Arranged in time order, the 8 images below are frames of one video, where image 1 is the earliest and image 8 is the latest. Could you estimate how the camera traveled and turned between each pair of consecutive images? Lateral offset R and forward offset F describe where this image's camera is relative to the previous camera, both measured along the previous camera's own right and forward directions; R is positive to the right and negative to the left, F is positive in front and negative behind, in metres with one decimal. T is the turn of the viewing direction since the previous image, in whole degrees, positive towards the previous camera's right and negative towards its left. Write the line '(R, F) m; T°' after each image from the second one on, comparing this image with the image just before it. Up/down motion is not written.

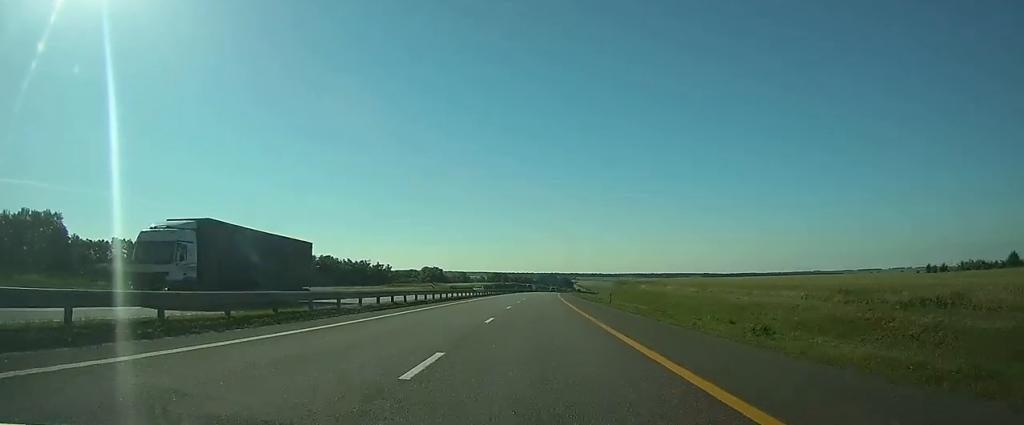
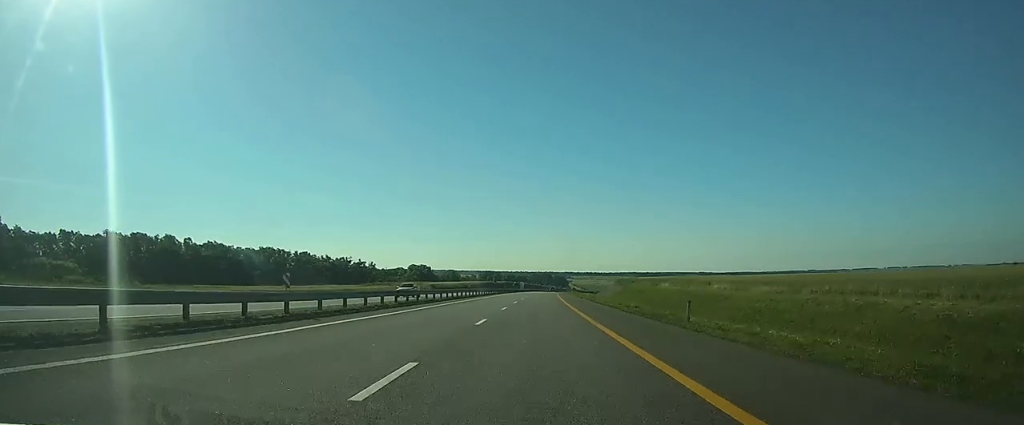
(+0.4, +25.8) m; +3°
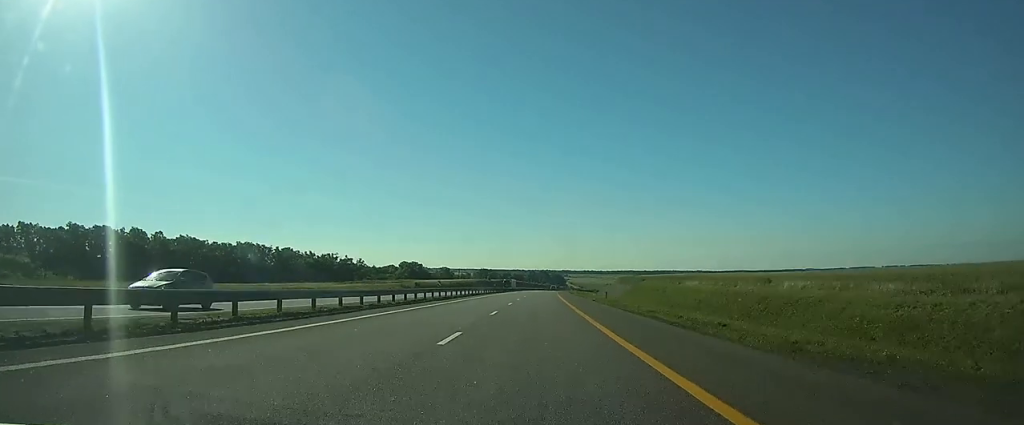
(+0.6, +18.7) m; +2°
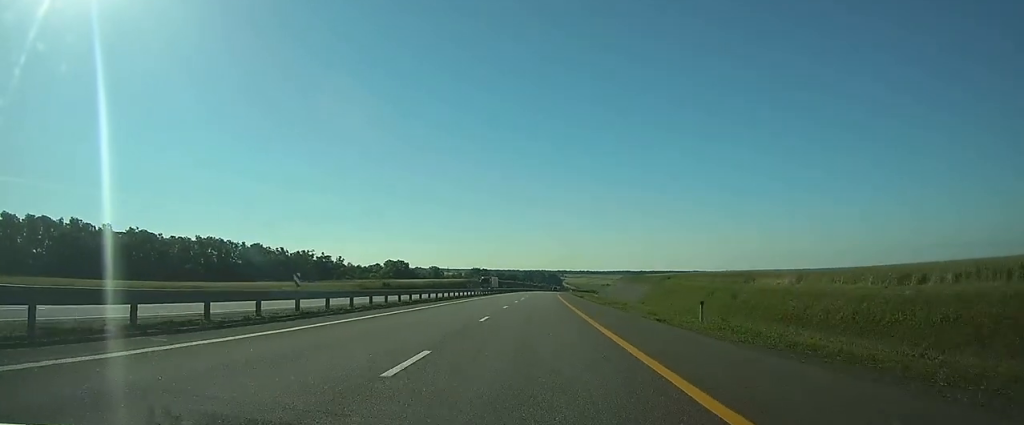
(+0.3, +29.1) m; +1°
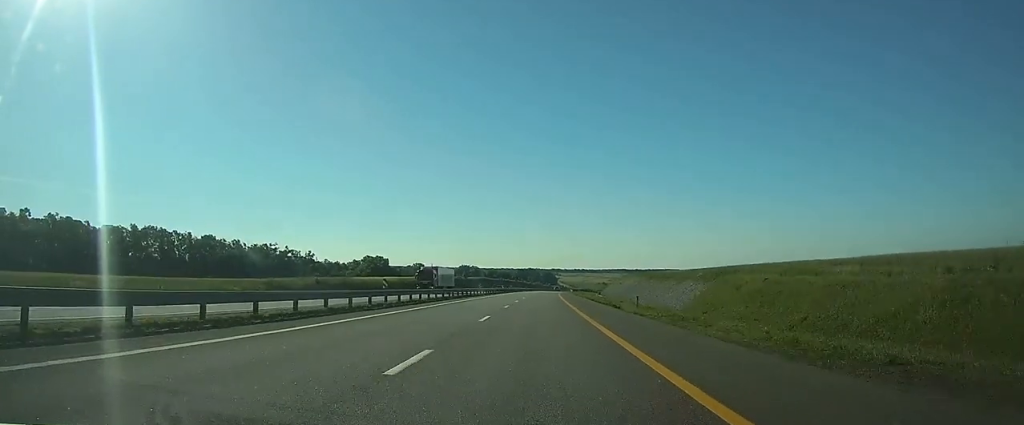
(+0.2, +37.1) m; +1°
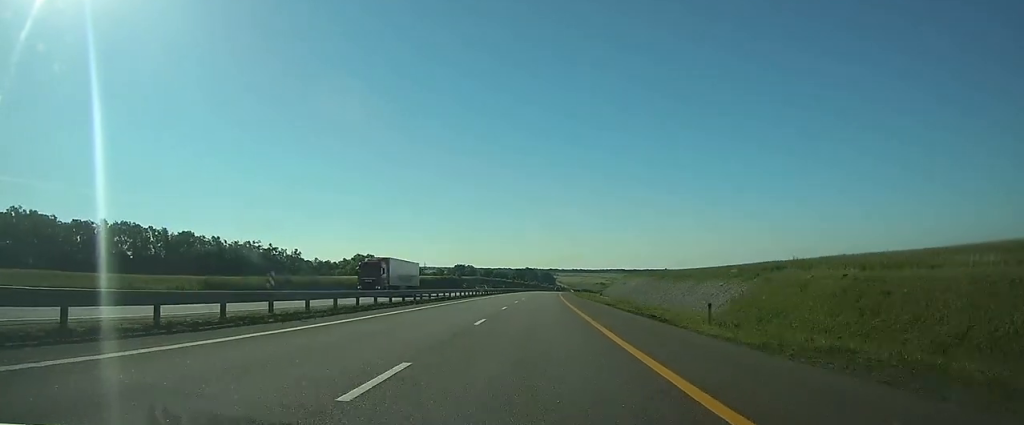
(+0.1, +14.3) m; 0°
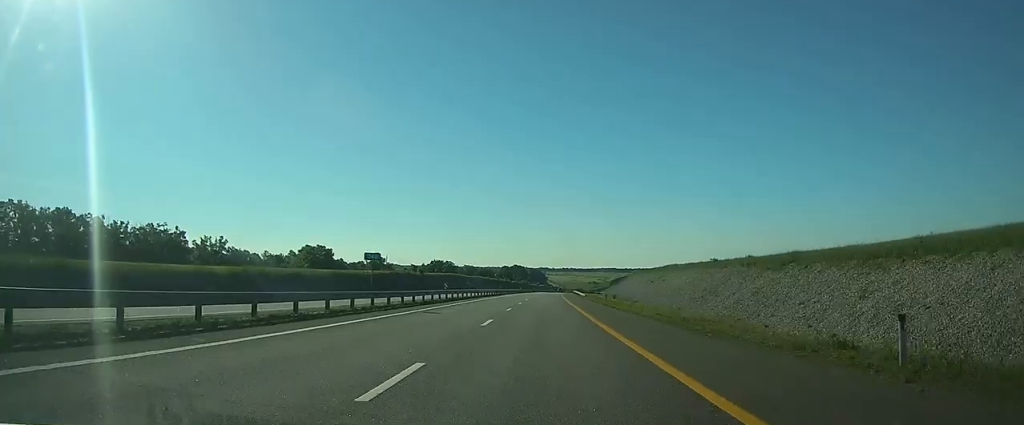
(-0.3, +61.4) m; -1°
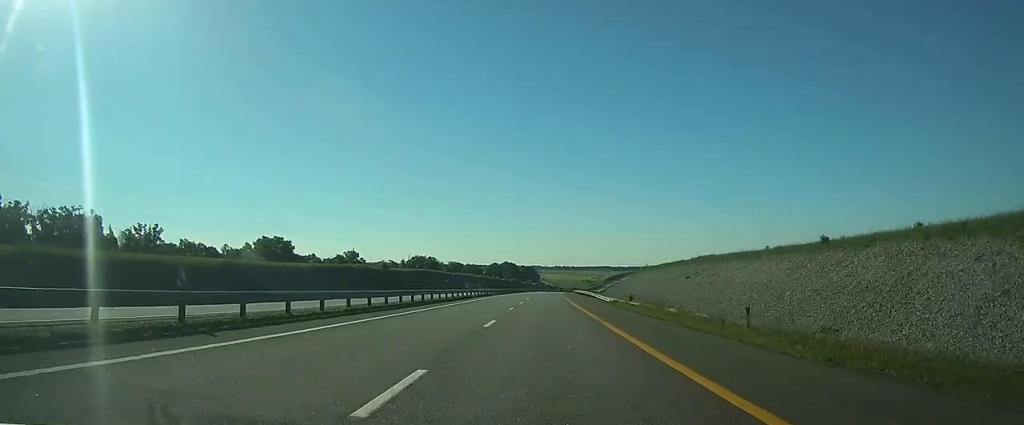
(-0.1, +36.9) m; 0°
